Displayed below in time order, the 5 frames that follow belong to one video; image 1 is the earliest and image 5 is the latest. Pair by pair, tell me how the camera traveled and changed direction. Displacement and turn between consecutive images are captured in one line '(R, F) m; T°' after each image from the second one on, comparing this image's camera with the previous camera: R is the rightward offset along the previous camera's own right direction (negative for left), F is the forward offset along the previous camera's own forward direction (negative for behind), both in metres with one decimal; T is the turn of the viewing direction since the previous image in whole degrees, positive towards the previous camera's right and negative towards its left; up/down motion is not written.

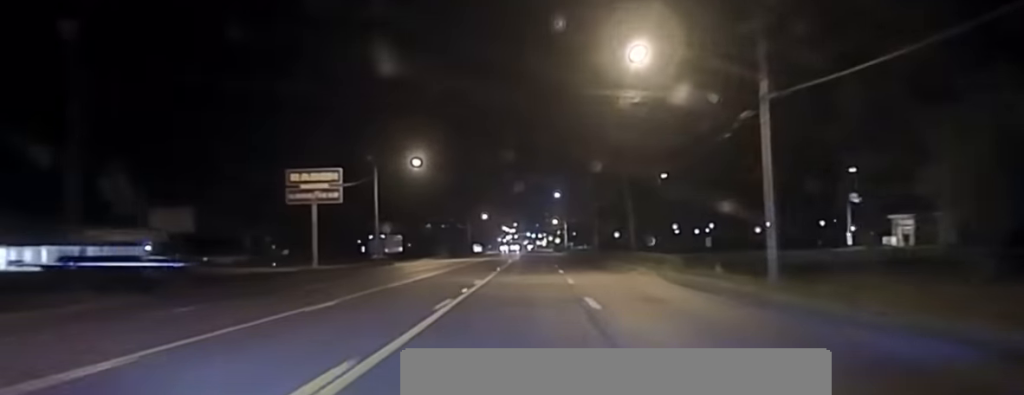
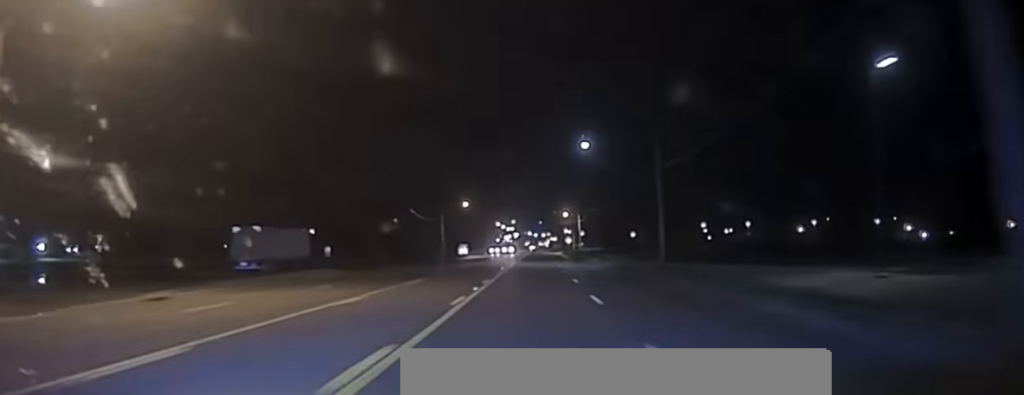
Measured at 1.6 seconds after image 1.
(+0.1, +70.8) m; 0°
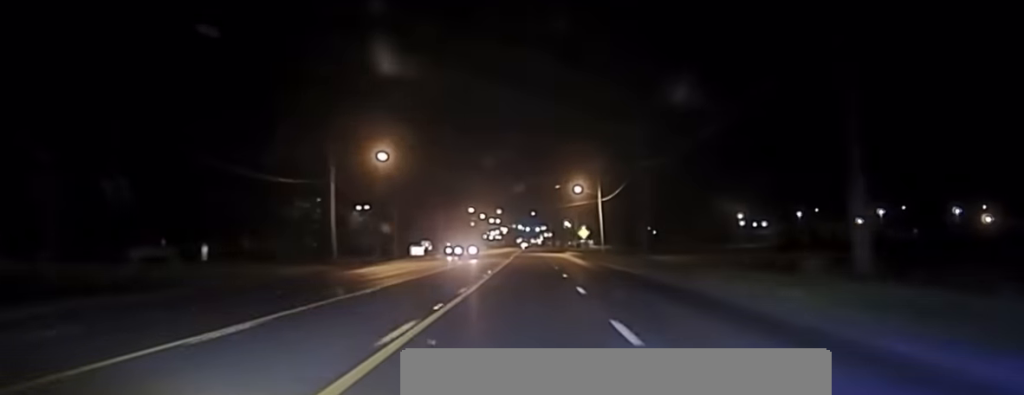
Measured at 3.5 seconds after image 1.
(-0.1, +80.2) m; 0°
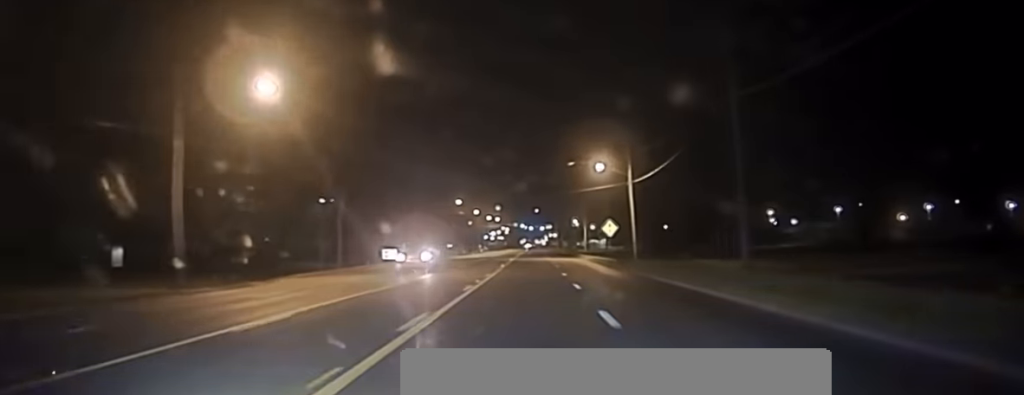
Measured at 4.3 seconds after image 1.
(+0.1, +34.2) m; 0°
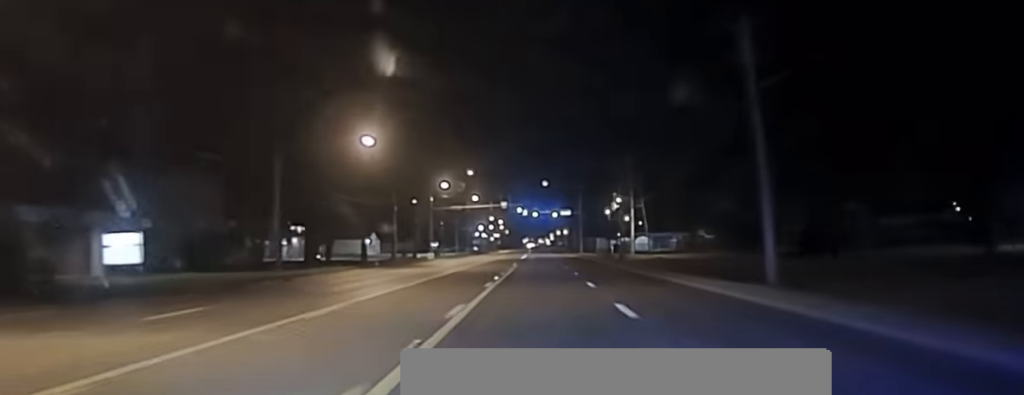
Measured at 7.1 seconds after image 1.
(-0.9, +117.6) m; 0°
